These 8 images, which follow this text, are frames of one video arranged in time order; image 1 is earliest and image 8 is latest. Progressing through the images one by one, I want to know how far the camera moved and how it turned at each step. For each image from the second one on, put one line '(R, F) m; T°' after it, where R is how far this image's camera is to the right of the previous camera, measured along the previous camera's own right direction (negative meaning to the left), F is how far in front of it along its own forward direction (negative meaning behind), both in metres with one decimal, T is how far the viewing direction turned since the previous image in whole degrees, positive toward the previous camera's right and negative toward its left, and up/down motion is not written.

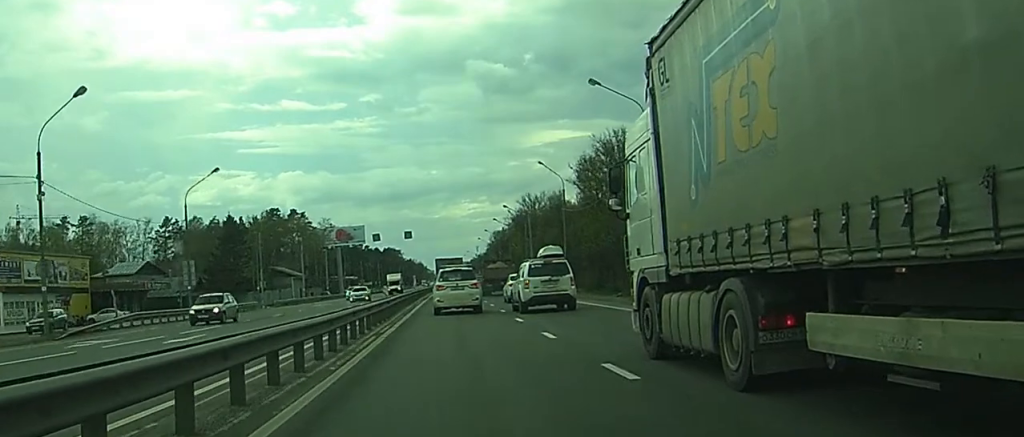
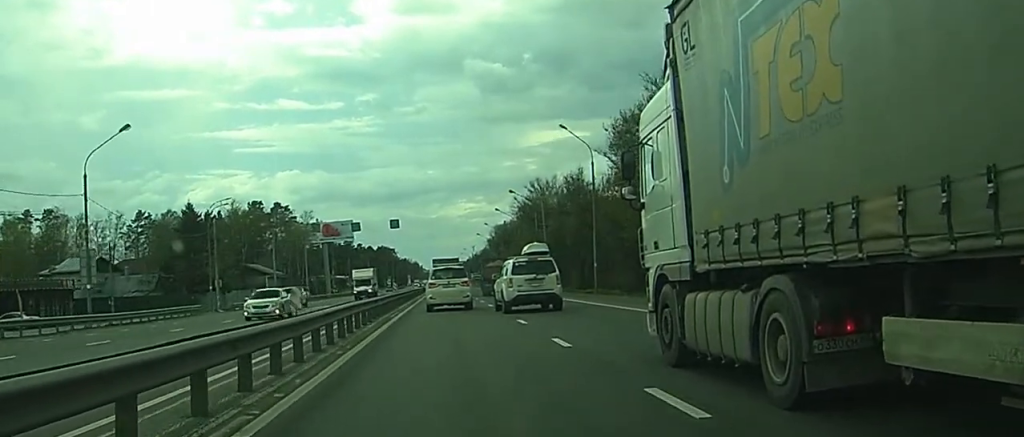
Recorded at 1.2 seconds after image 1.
(+0.3, +19.0) m; +2°
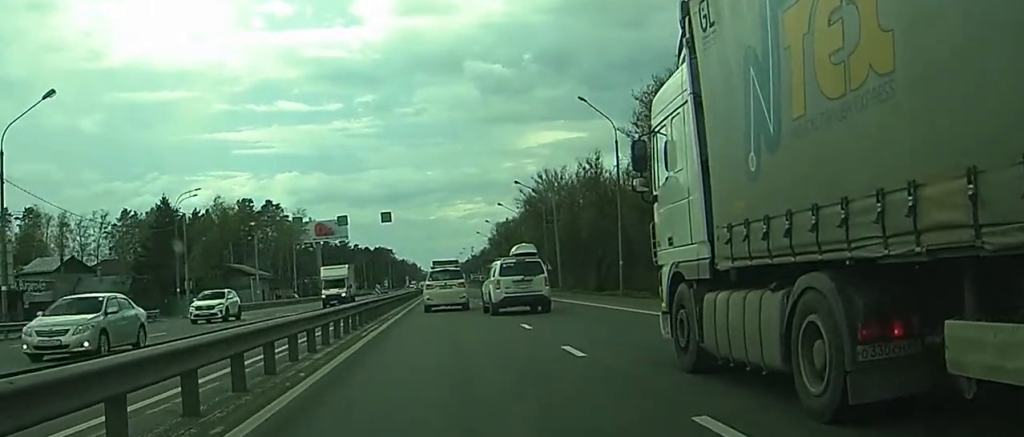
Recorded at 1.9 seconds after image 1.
(0.0, +9.9) m; 0°
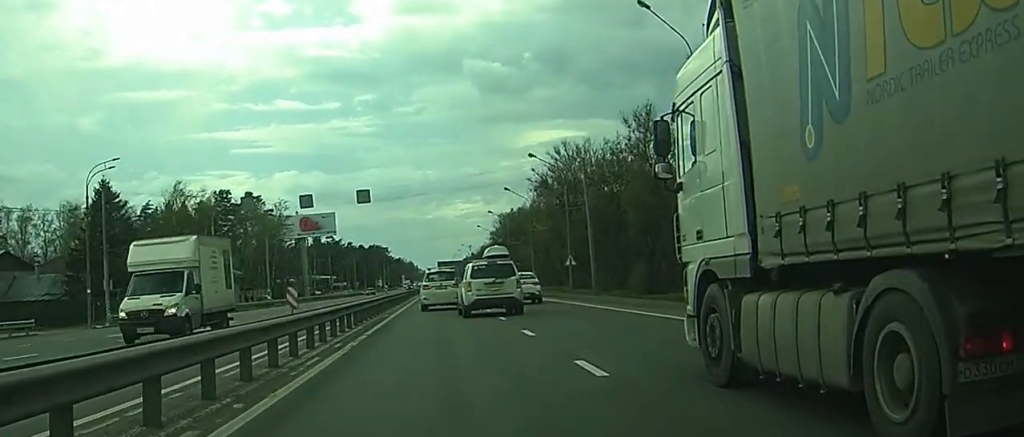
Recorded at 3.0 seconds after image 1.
(-0.1, +18.5) m; 0°
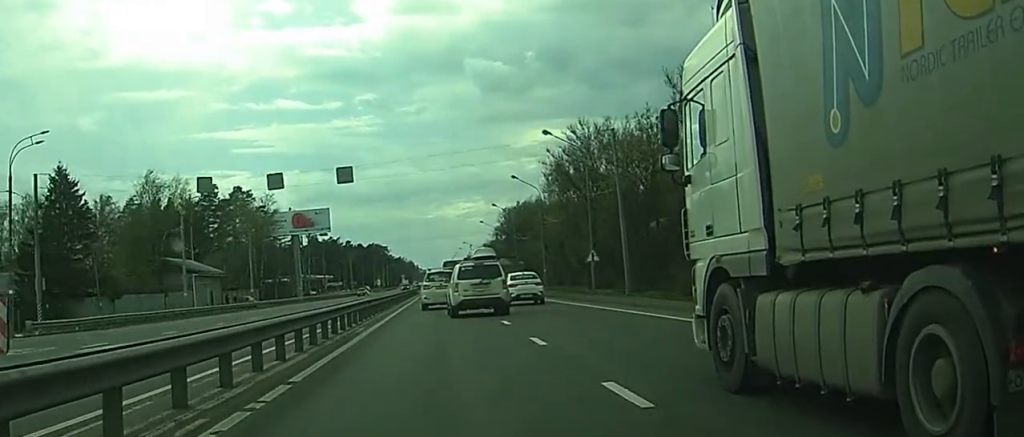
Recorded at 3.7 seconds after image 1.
(0.0, +10.8) m; 0°
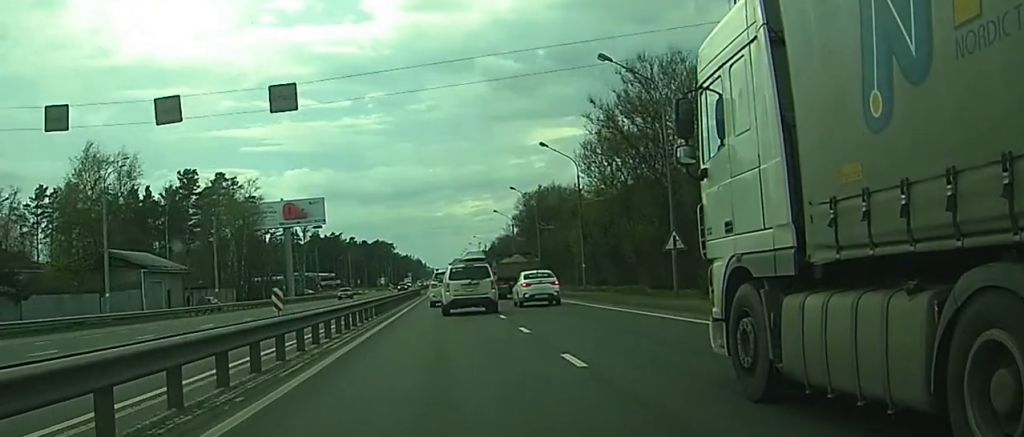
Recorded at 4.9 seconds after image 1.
(+0.2, +20.9) m; +1°
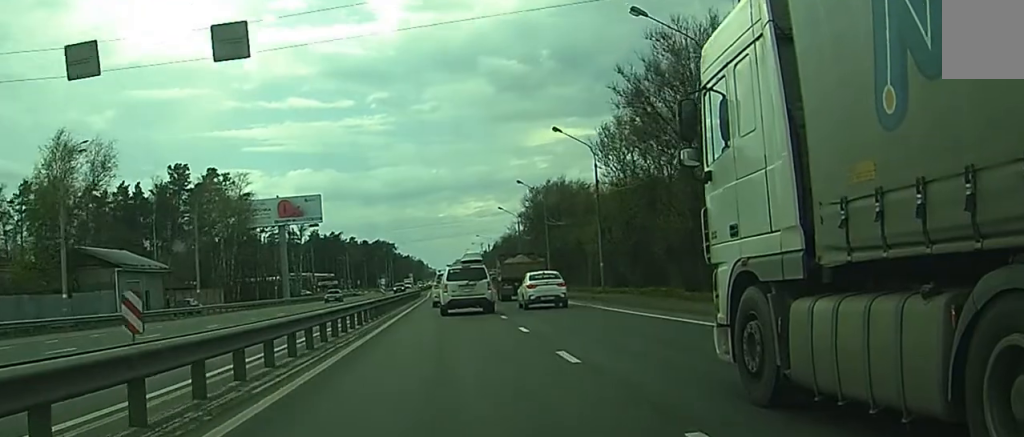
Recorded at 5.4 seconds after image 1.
(0.0, +7.6) m; 0°
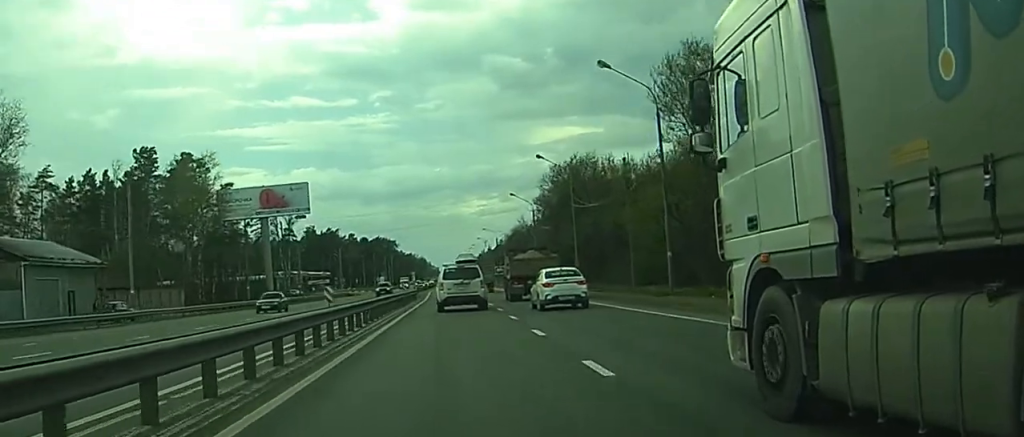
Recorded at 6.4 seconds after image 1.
(+0.2, +20.2) m; 0°
